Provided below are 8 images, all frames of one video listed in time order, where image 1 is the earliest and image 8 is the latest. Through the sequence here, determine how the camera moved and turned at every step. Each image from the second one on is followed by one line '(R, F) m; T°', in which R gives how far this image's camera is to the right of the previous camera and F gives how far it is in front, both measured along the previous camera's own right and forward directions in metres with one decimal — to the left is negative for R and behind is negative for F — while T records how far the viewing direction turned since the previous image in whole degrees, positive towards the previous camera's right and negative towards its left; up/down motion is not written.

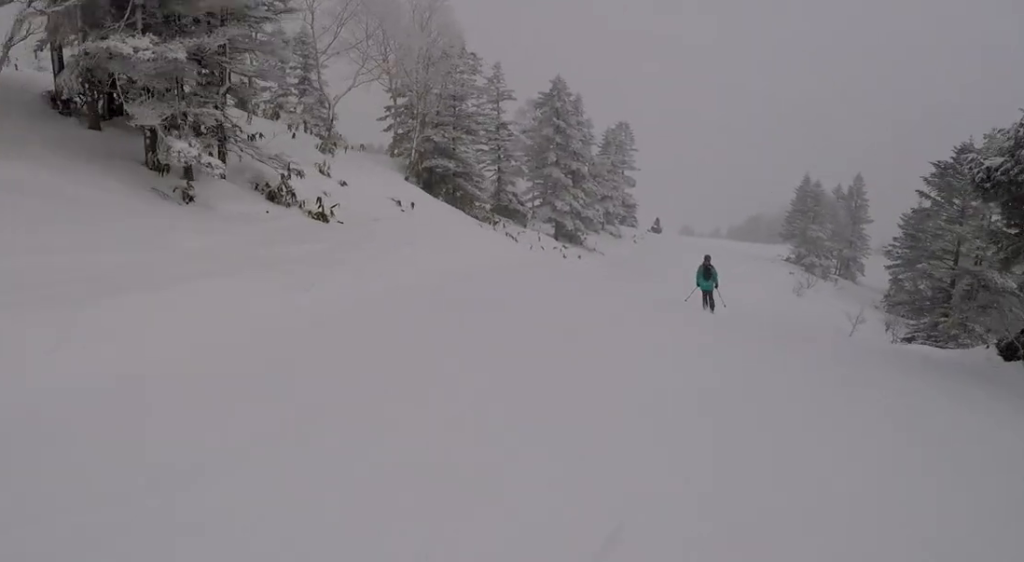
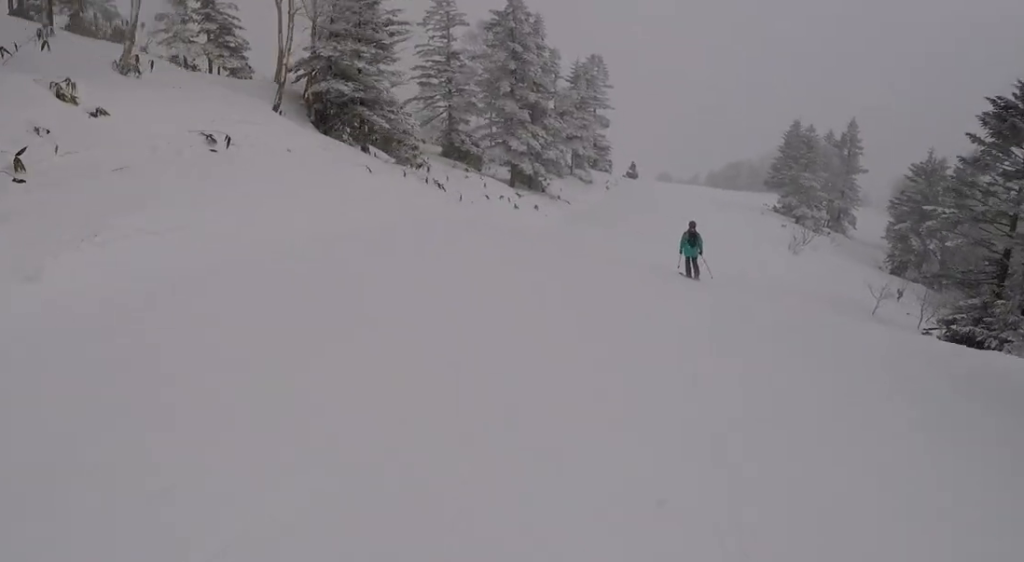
(+0.2, +6.3) m; 0°
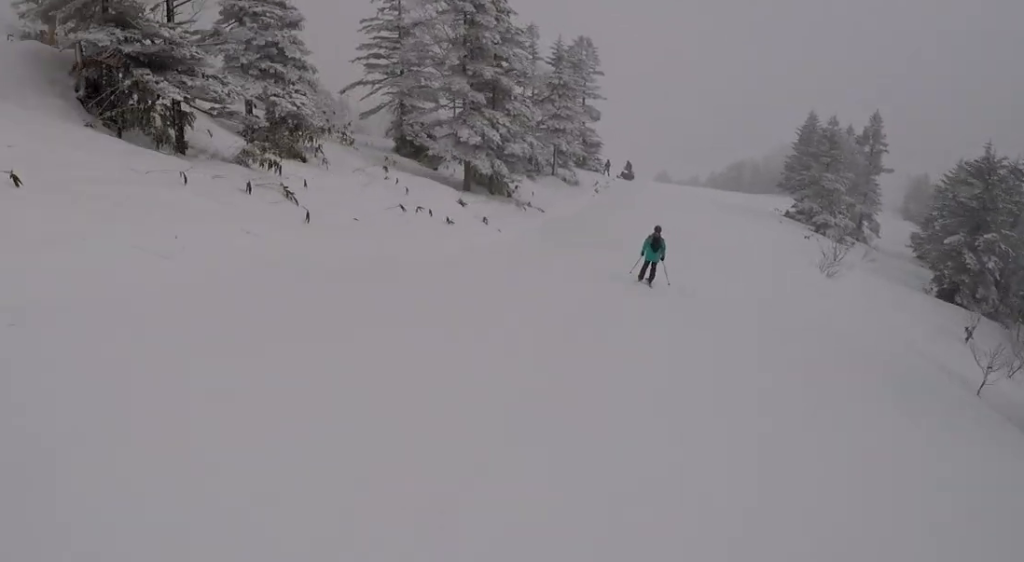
(0.0, +8.5) m; +3°
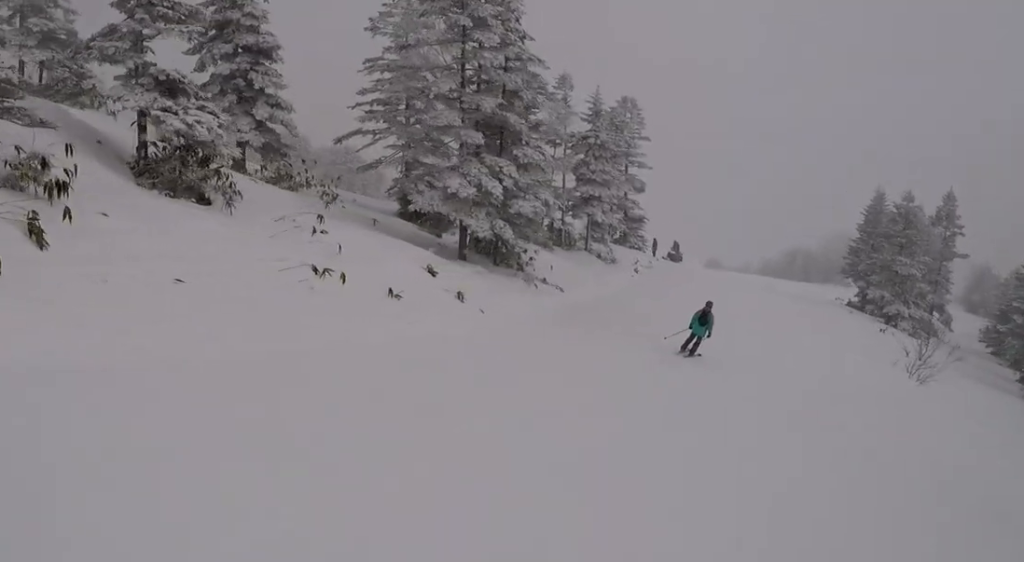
(-0.2, +6.4) m; +3°
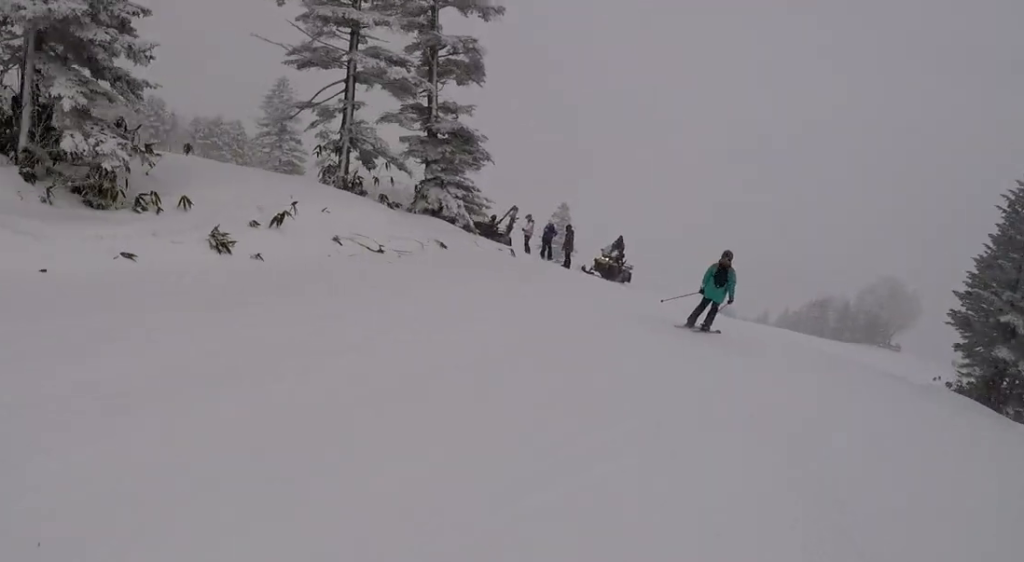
(+1.8, +29.7) m; +1°
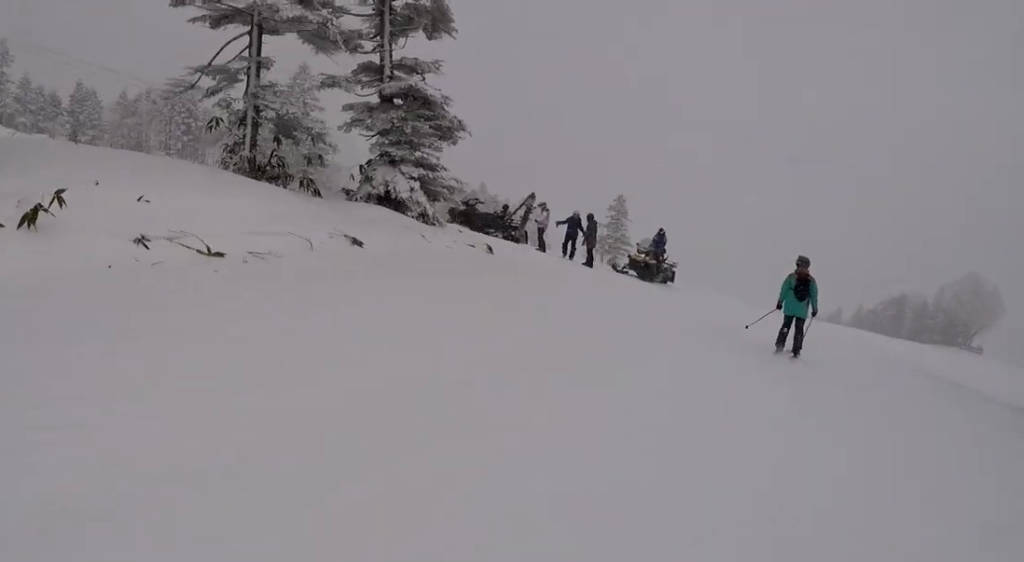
(-0.3, +4.4) m; -4°
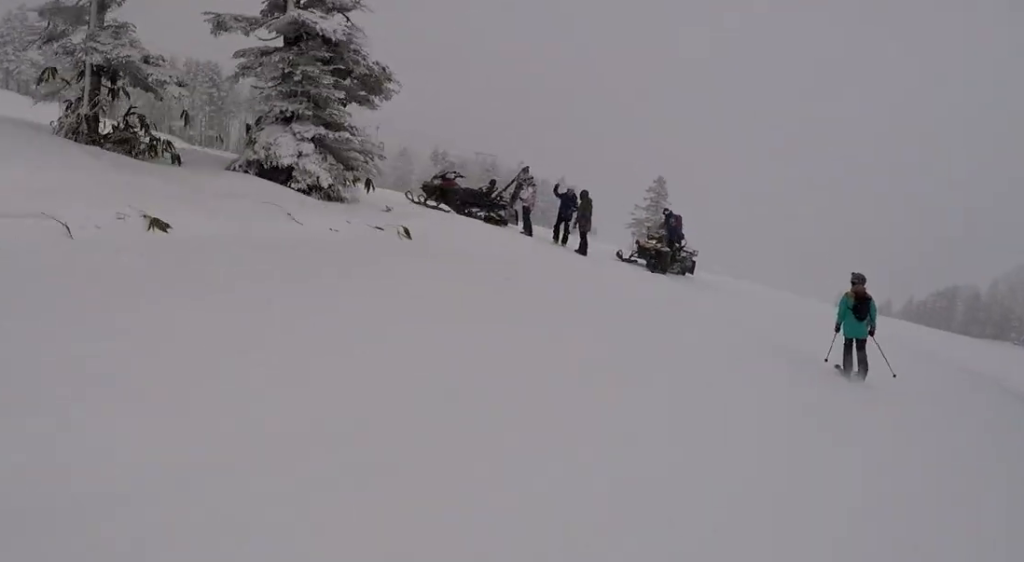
(0.0, +3.9) m; -3°
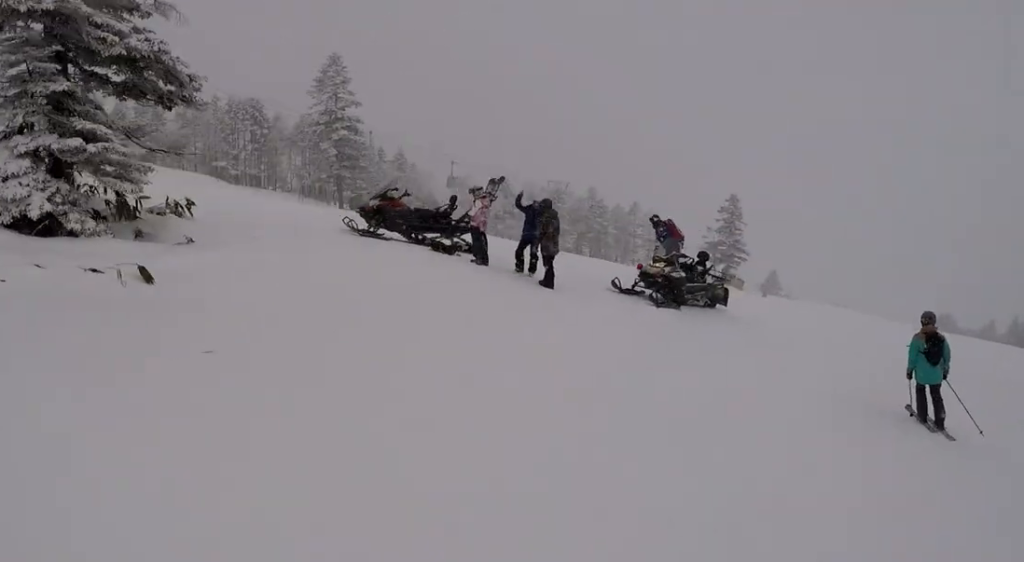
(-0.2, +4.9) m; -5°
